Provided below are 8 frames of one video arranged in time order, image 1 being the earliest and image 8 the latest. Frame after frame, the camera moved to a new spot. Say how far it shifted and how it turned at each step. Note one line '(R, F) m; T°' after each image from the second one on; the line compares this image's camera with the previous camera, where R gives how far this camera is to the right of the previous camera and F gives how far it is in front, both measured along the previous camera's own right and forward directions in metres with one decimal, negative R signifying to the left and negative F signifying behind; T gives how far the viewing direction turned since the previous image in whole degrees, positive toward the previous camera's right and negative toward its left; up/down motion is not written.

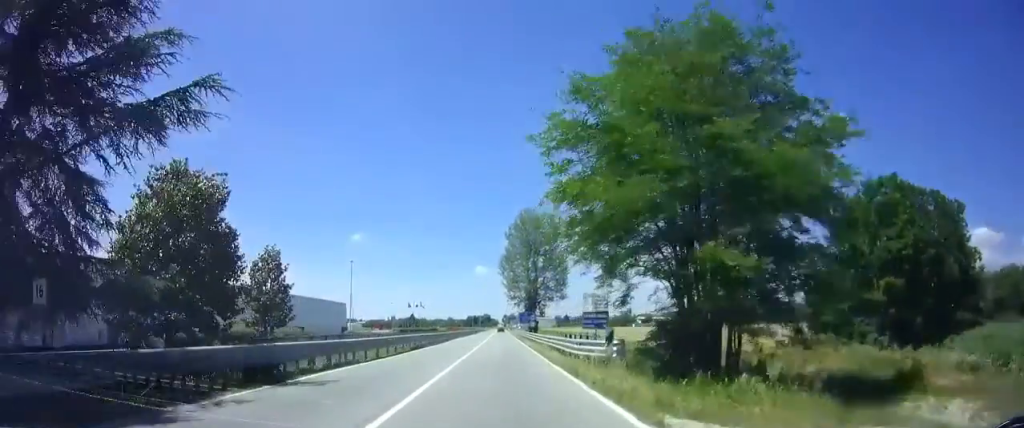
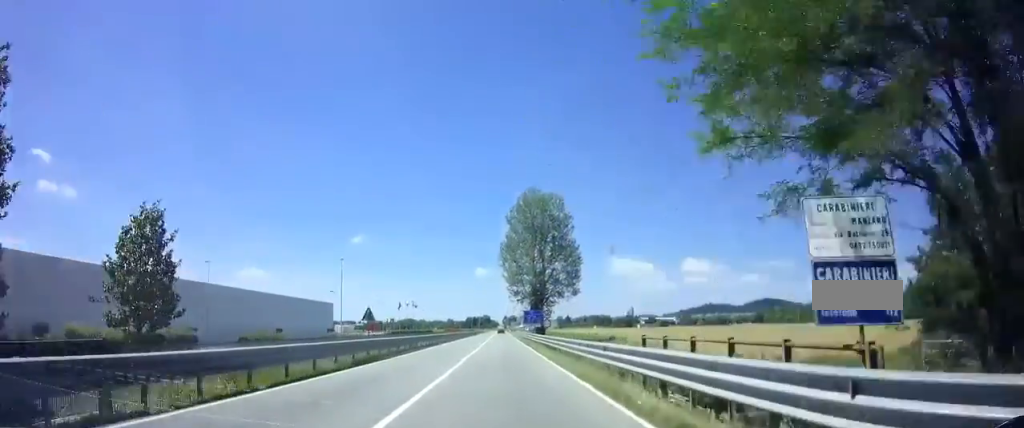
(0.0, +13.3) m; 0°
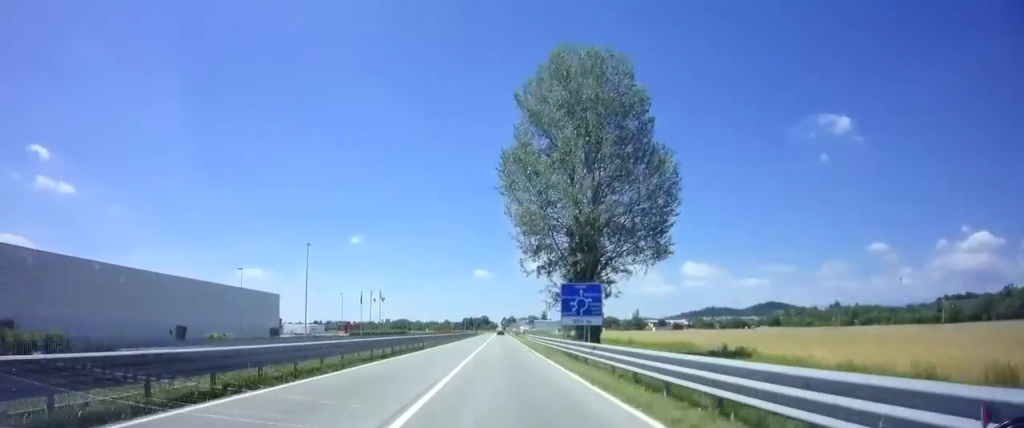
(-0.3, +36.6) m; -1°
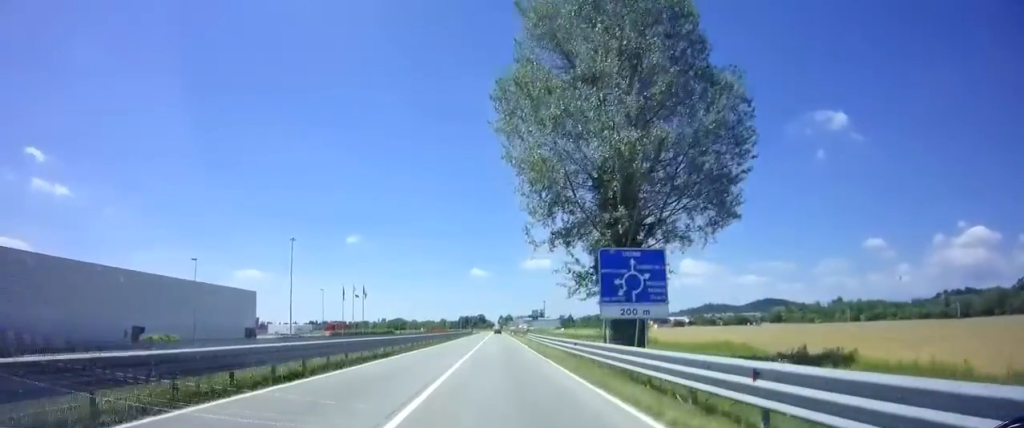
(-0.2, +10.2) m; 0°
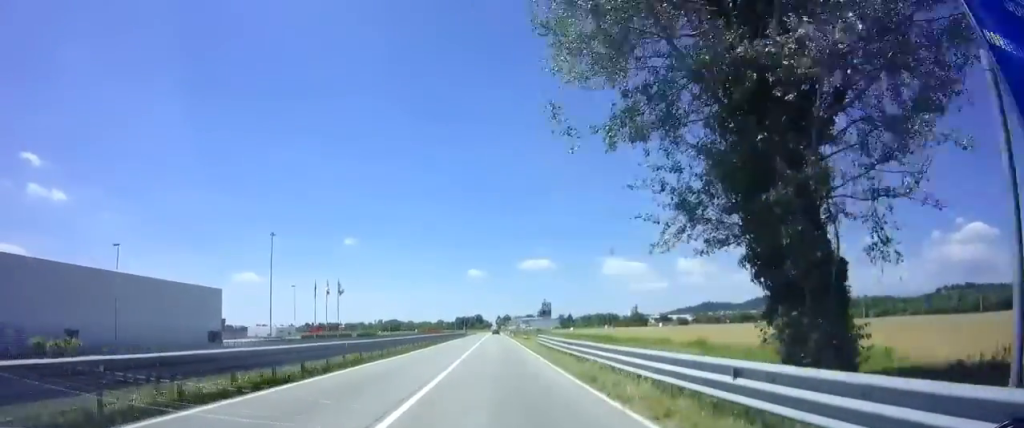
(+0.2, +13.0) m; 0°
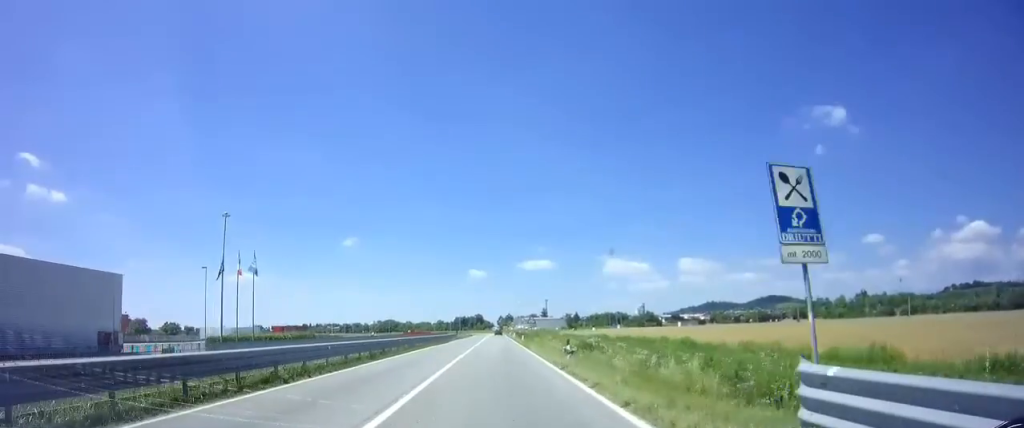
(0.0, +29.1) m; 0°
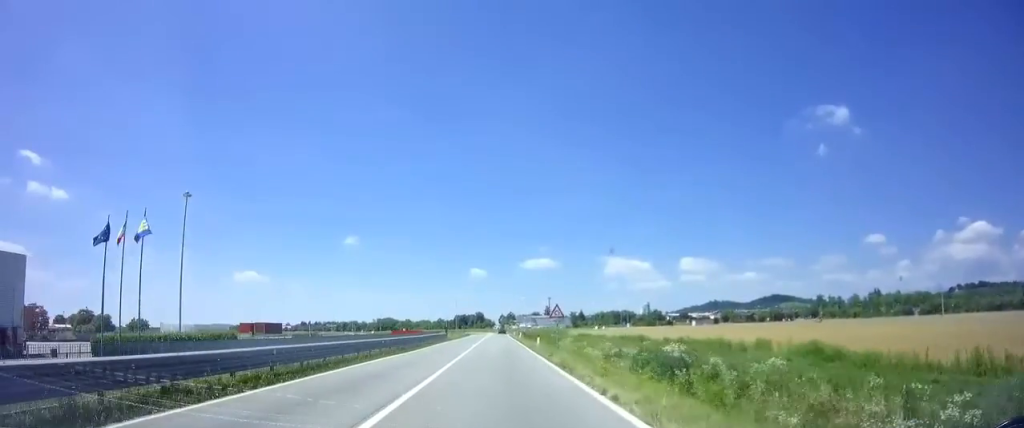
(+0.1, +17.9) m; +1°
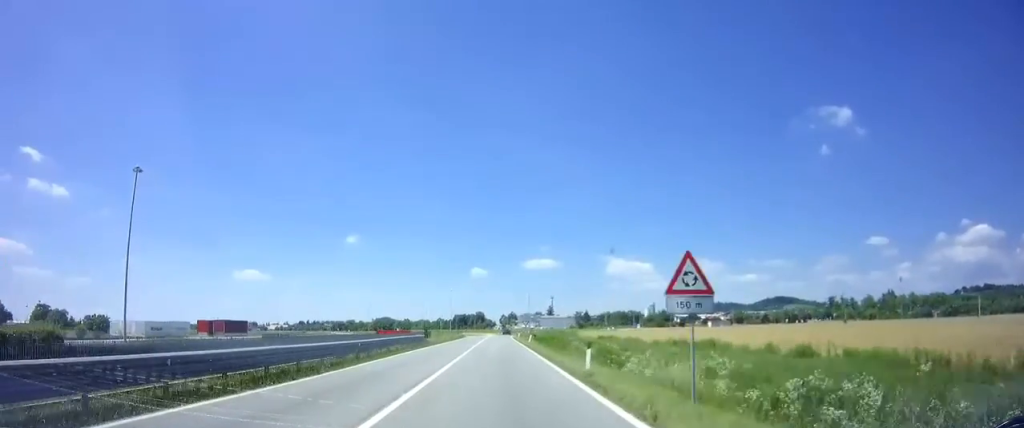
(+0.1, +18.1) m; -1°
